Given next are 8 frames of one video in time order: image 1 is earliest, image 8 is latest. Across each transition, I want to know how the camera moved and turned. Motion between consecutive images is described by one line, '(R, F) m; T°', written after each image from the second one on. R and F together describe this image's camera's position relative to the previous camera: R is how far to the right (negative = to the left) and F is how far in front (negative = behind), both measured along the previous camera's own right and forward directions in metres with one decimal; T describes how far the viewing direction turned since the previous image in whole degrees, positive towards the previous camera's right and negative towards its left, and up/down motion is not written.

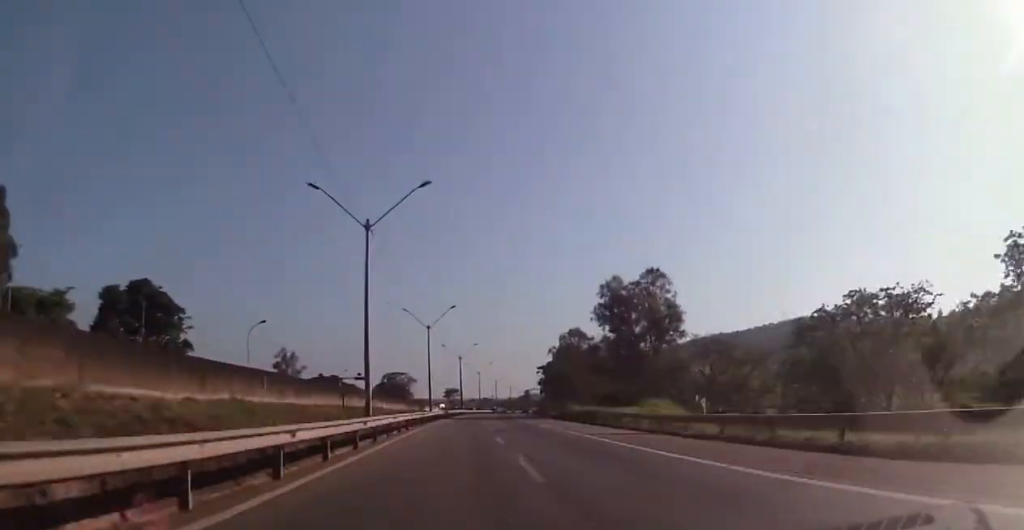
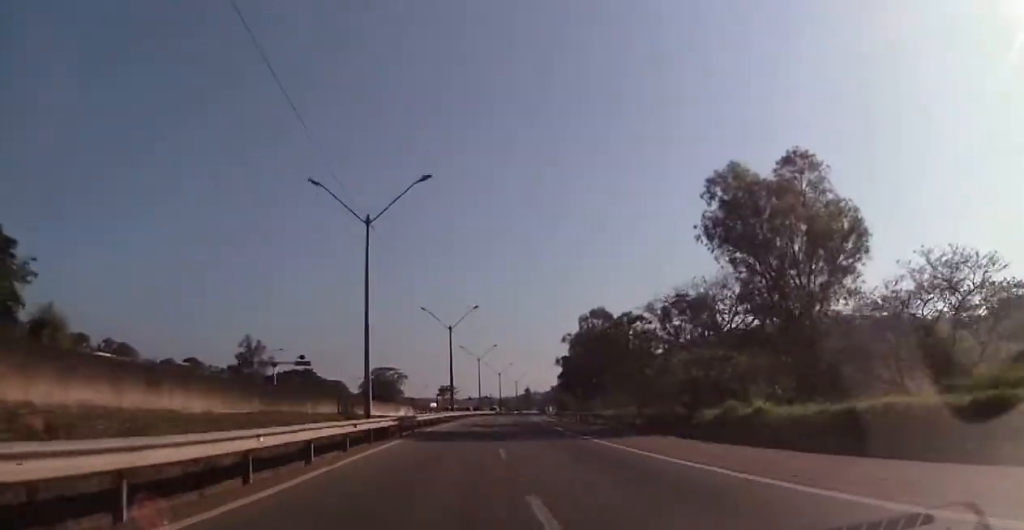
(0.0, +41.2) m; +1°
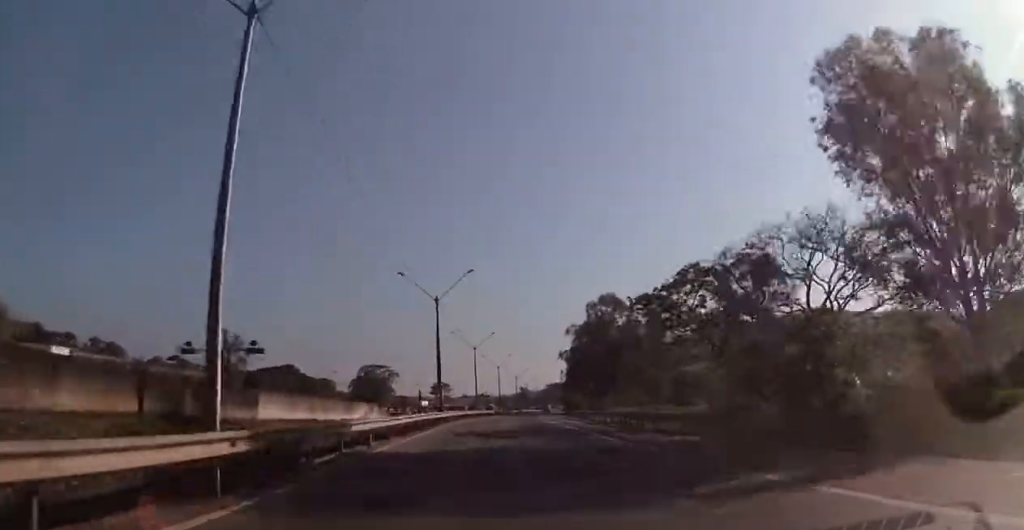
(+0.1, +17.7) m; 0°
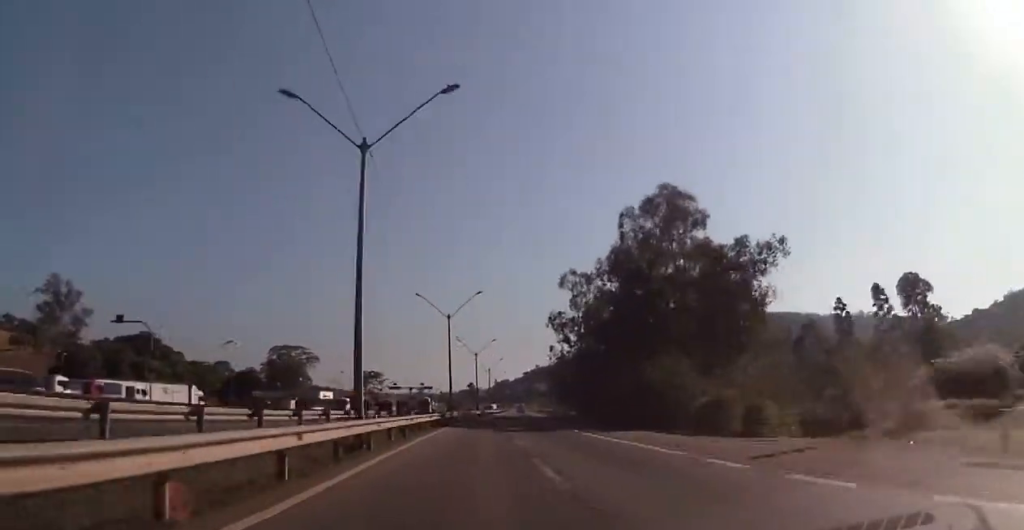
(+1.0, +70.2) m; +2°
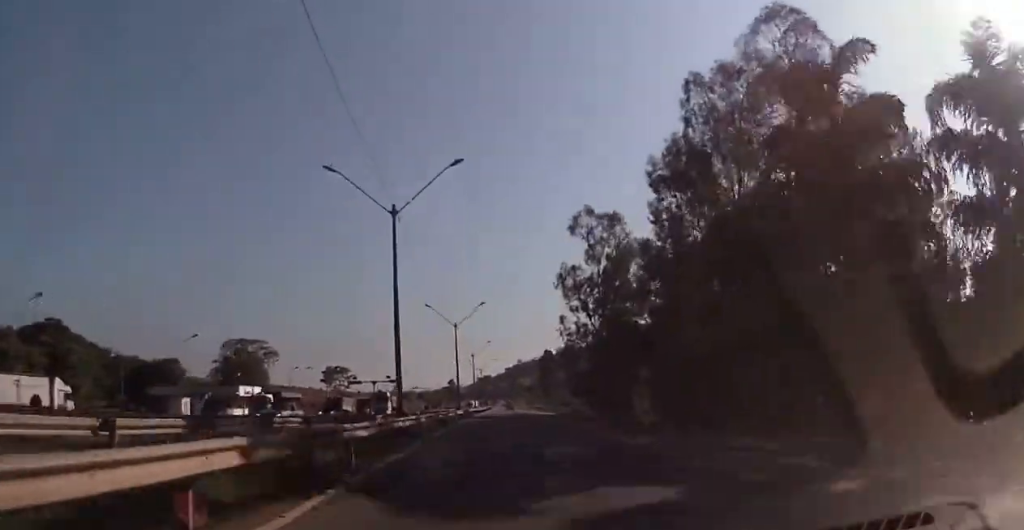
(+0.4, +31.7) m; +2°
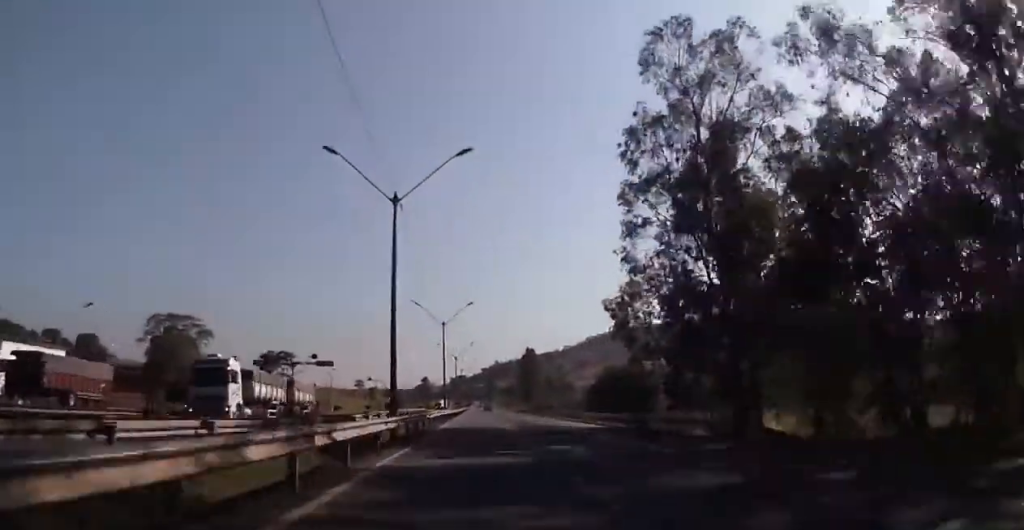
(+1.0, +40.2) m; +3°
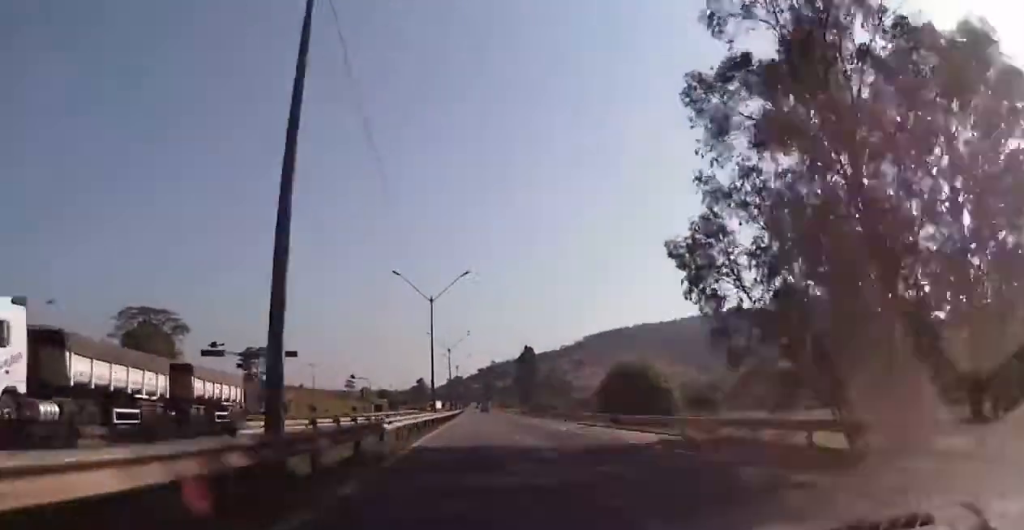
(+0.1, +14.7) m; +1°
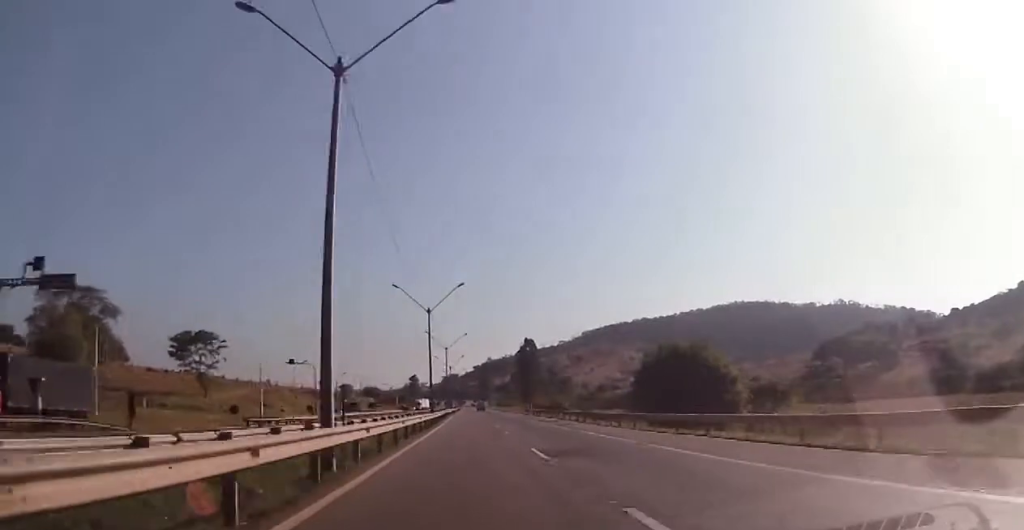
(+0.4, +35.8) m; 0°
